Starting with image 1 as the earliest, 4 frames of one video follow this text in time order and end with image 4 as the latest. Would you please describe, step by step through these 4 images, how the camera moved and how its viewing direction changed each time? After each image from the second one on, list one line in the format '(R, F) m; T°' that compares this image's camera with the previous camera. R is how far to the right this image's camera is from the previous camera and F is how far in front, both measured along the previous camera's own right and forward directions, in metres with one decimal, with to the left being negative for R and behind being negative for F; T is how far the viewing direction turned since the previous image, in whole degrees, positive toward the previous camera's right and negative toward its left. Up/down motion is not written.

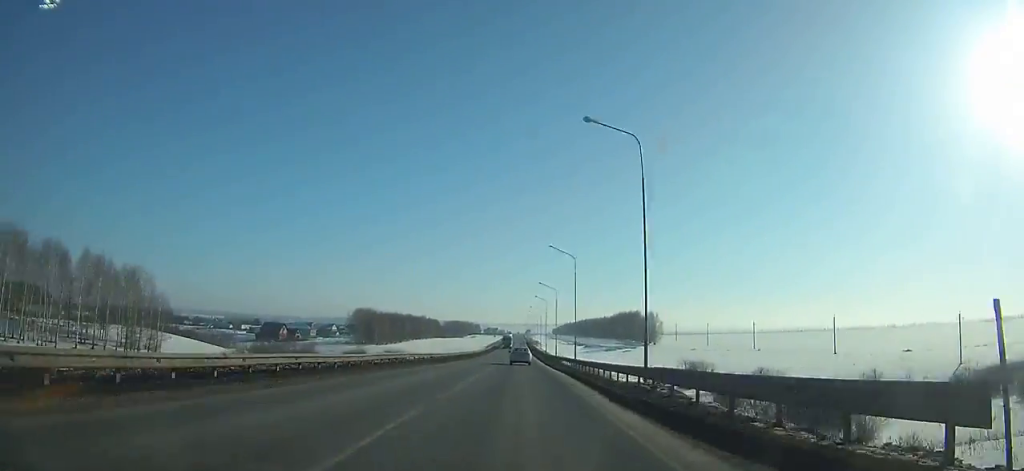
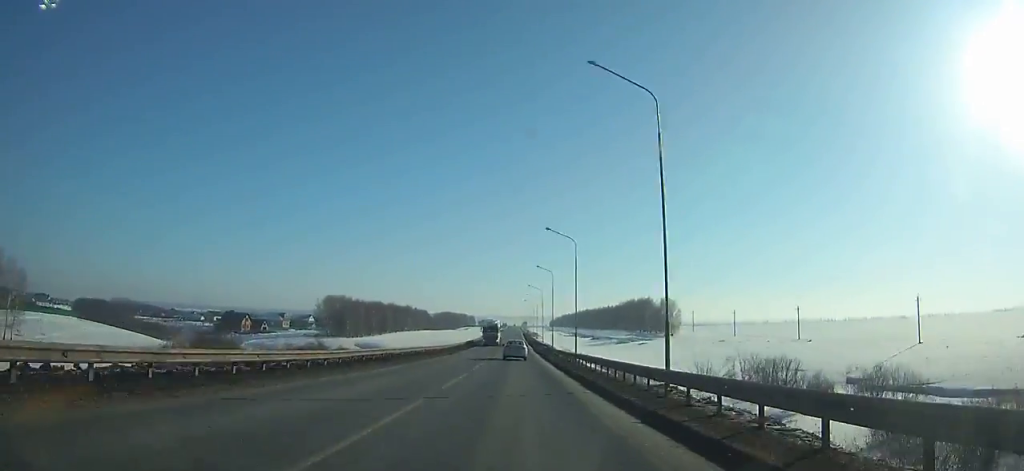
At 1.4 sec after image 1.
(0.0, +33.6) m; 0°
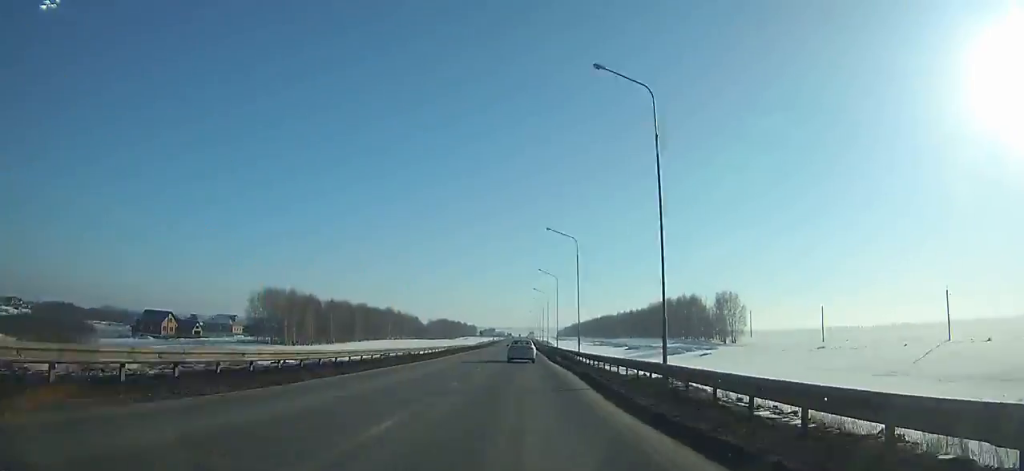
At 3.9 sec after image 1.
(+0.1, +57.8) m; 0°
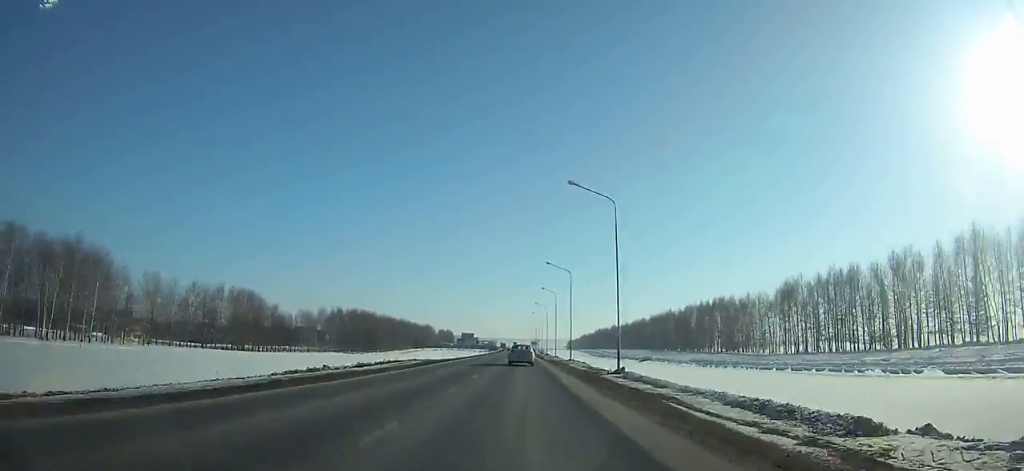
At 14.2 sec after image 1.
(0.0, +227.0) m; 0°
